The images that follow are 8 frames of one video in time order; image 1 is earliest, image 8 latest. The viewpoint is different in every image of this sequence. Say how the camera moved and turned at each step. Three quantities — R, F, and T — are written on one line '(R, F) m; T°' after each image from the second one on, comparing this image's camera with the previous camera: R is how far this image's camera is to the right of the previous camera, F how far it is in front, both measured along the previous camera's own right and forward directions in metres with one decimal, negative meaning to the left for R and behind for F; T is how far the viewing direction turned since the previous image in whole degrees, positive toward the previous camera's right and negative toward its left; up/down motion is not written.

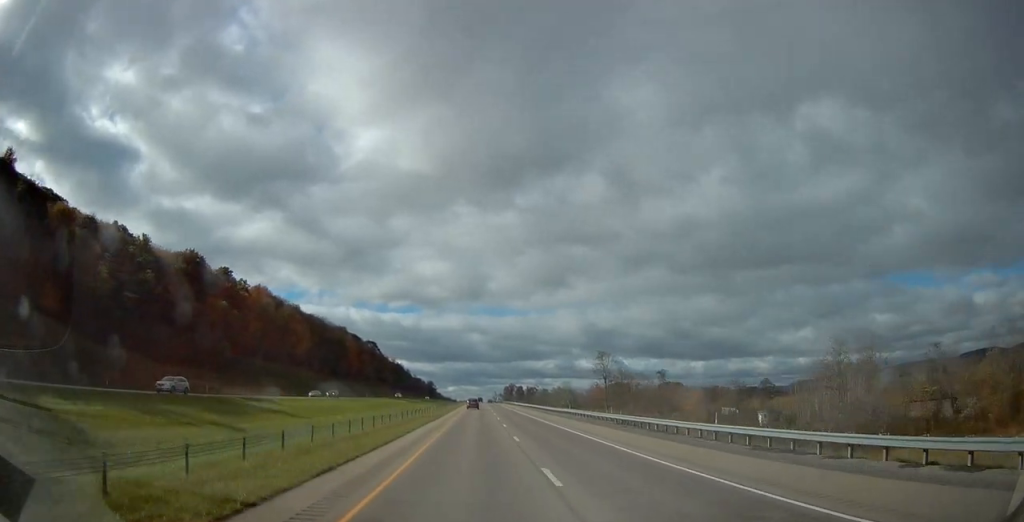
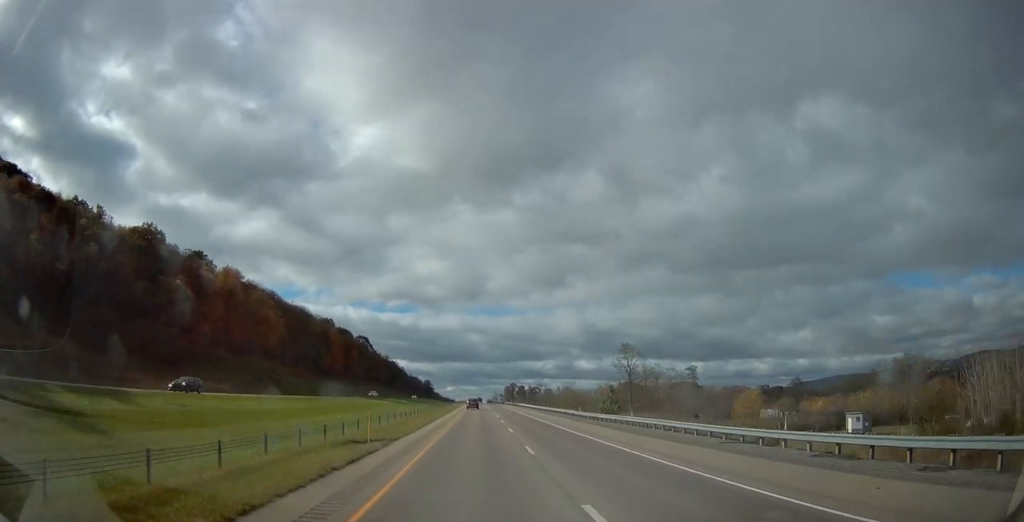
(+0.1, +29.5) m; 0°
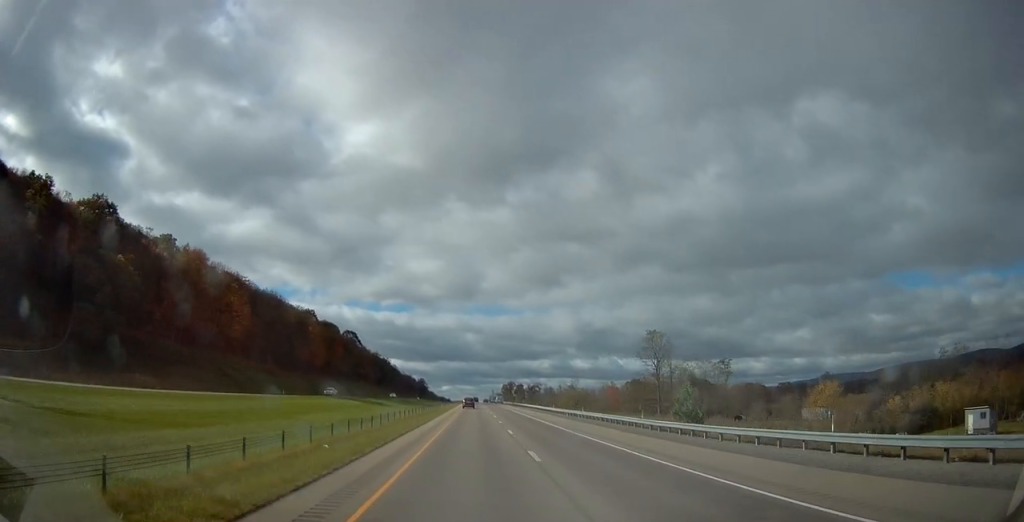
(0.0, +26.3) m; 0°
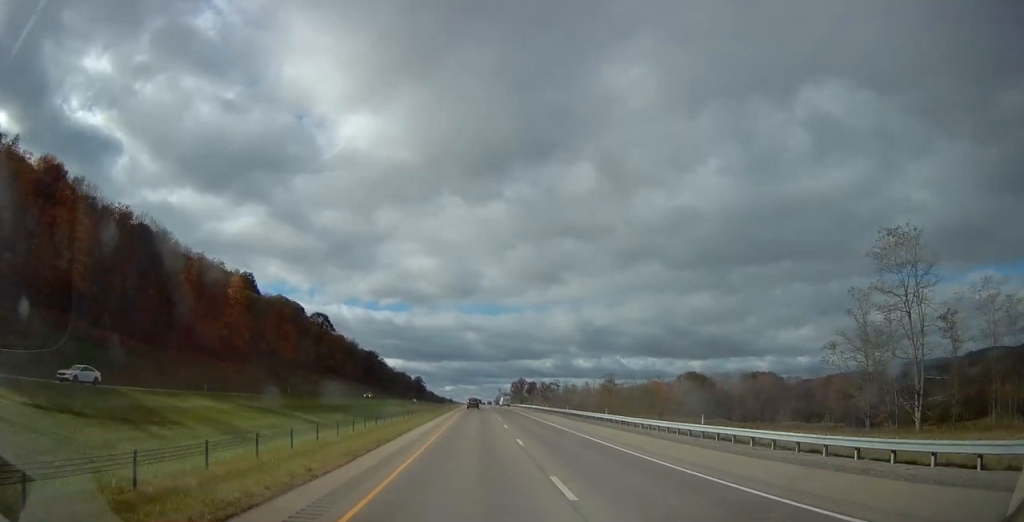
(+0.7, +79.3) m; 0°
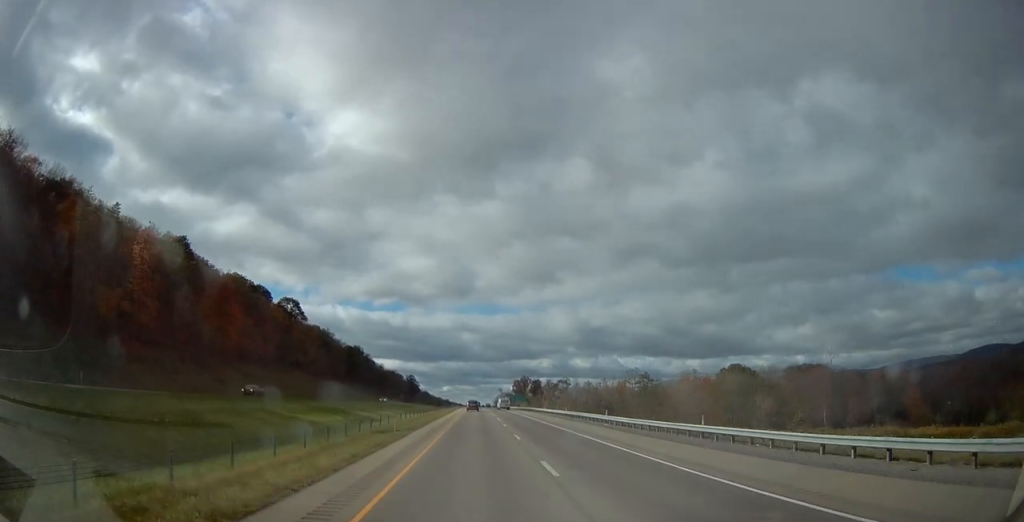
(-0.5, +45.7) m; 0°
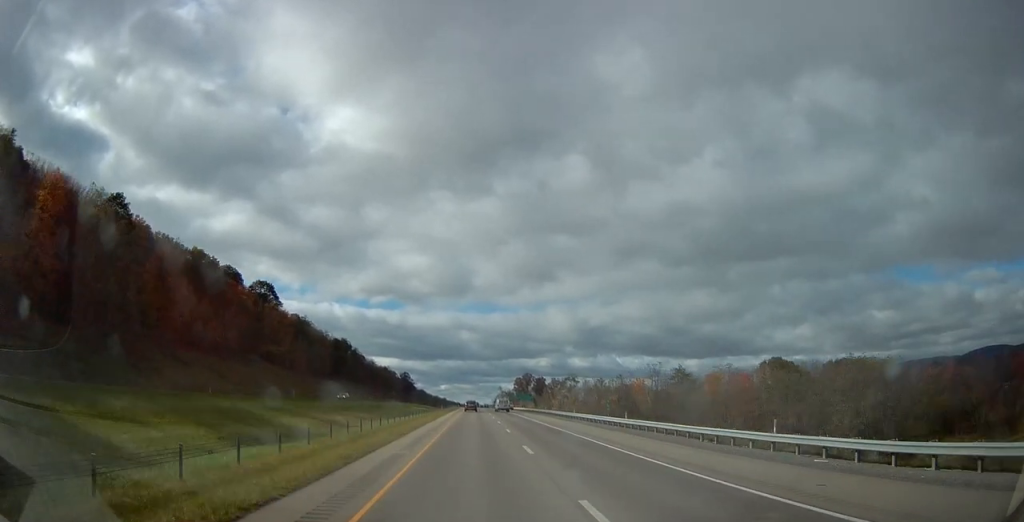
(+0.4, +30.8) m; +1°
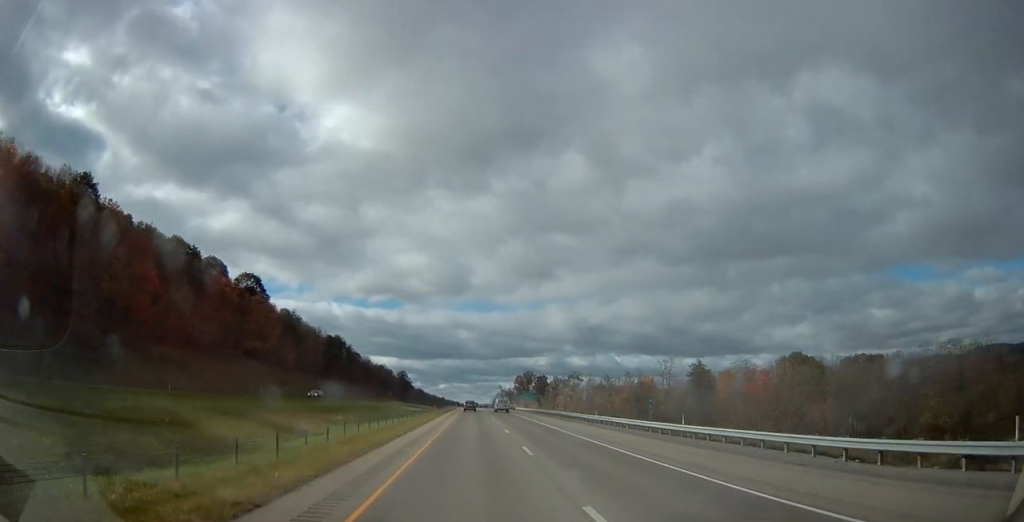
(0.0, +12.8) m; 0°
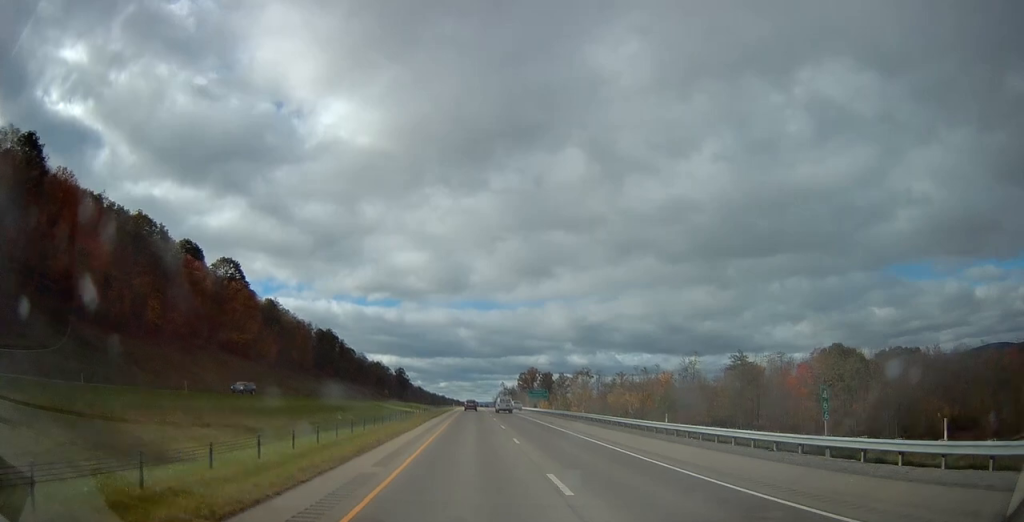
(0.0, +20.2) m; 0°
